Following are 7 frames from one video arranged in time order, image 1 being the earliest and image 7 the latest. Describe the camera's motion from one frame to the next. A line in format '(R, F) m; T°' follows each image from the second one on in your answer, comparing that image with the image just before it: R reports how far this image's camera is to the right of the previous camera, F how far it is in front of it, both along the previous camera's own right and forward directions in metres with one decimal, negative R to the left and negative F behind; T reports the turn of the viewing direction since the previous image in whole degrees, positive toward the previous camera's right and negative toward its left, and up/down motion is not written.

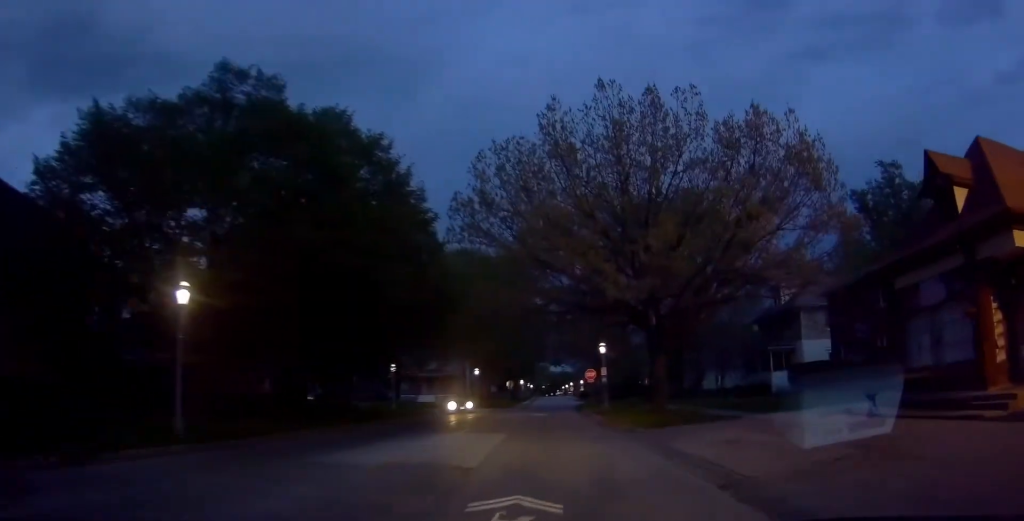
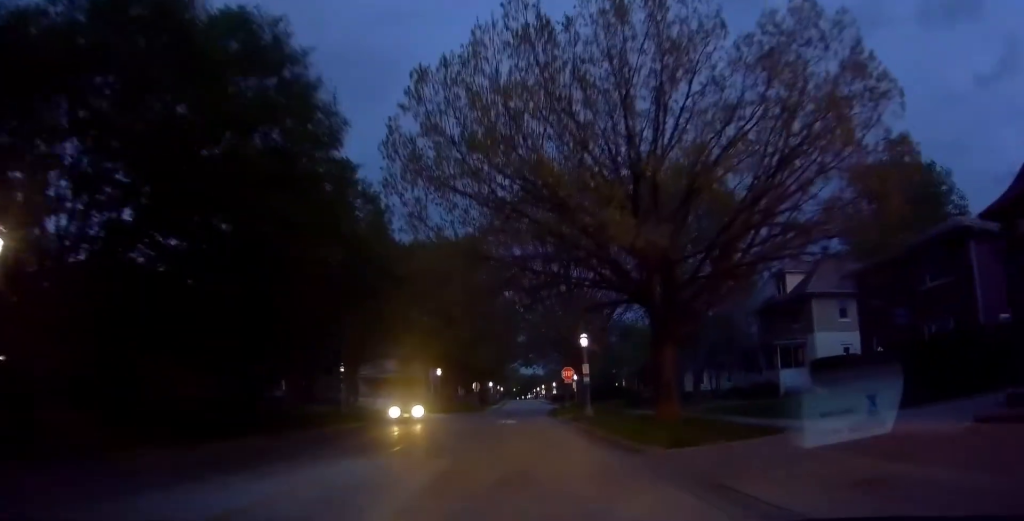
(+0.8, +6.4) m; +6°
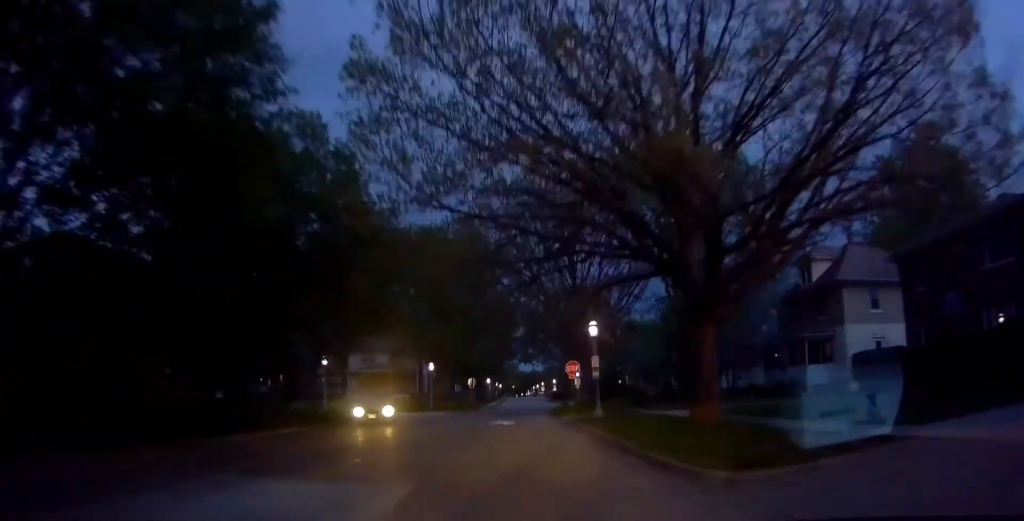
(+0.1, +3.8) m; -1°
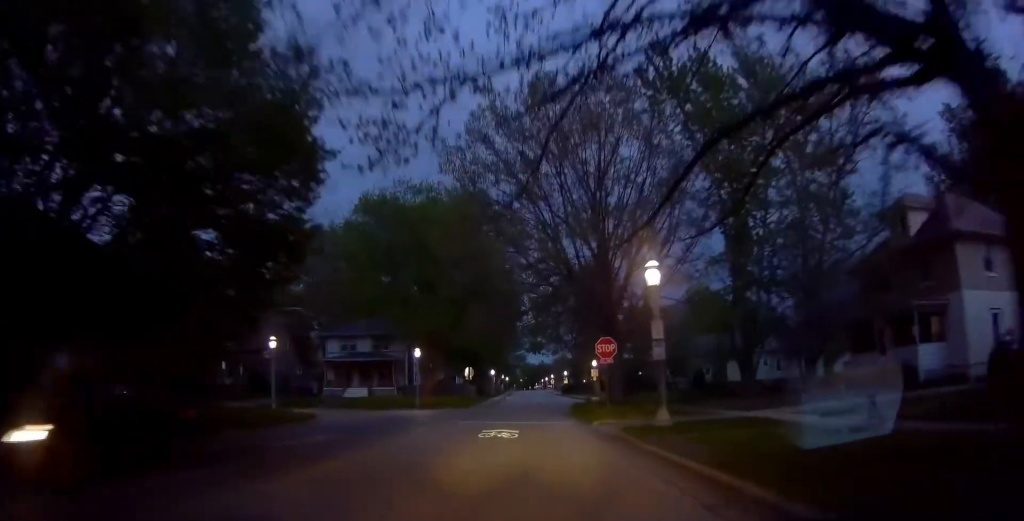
(-0.4, +9.9) m; -2°
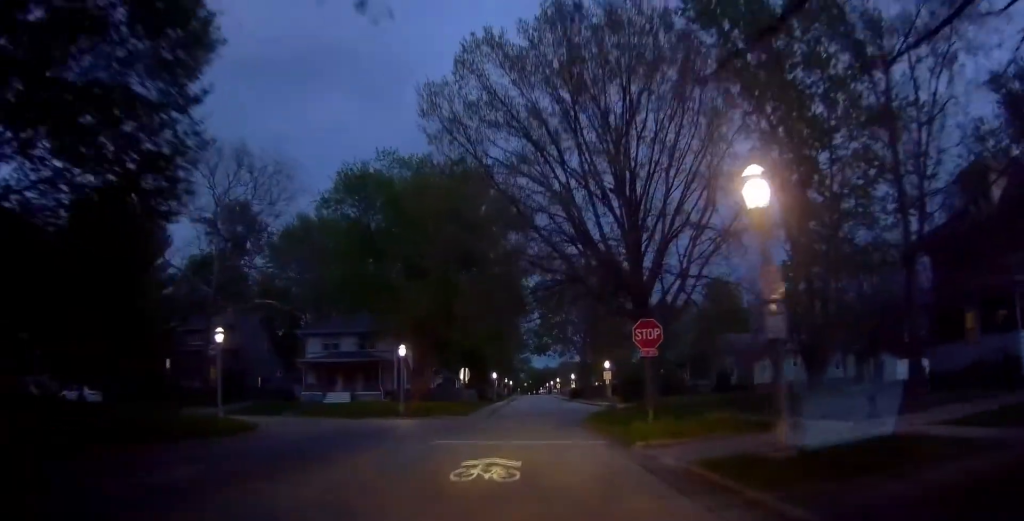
(0.0, +6.8) m; 0°
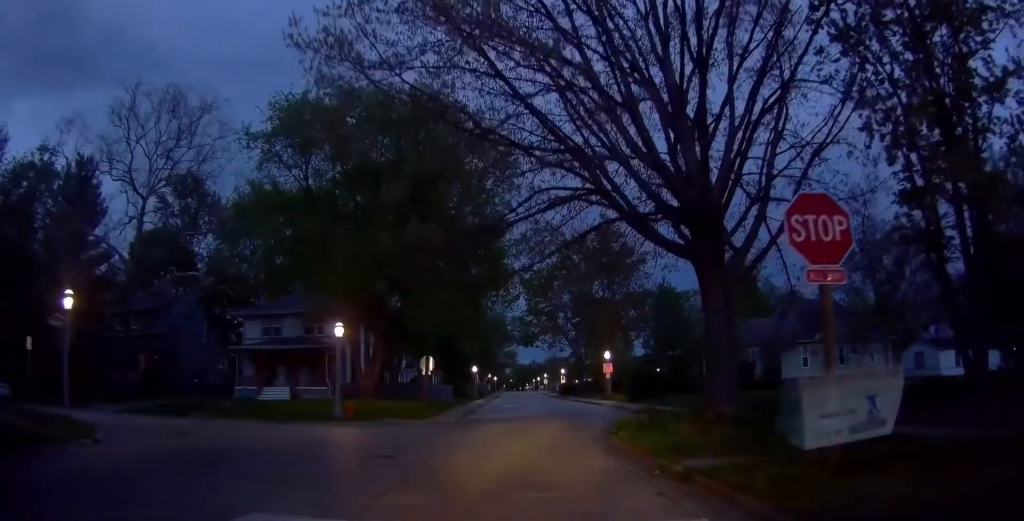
(0.0, +11.9) m; +1°
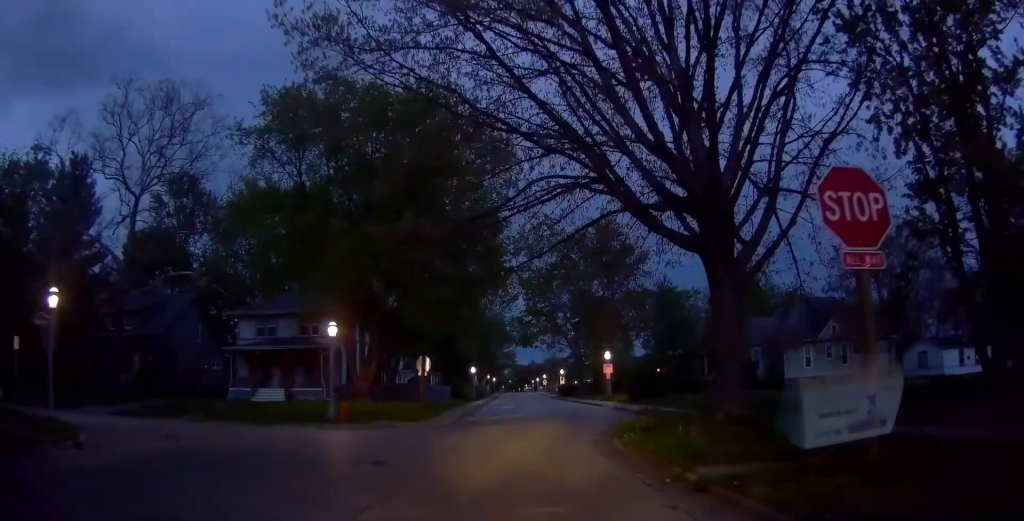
(0.0, +1.4) m; +2°
